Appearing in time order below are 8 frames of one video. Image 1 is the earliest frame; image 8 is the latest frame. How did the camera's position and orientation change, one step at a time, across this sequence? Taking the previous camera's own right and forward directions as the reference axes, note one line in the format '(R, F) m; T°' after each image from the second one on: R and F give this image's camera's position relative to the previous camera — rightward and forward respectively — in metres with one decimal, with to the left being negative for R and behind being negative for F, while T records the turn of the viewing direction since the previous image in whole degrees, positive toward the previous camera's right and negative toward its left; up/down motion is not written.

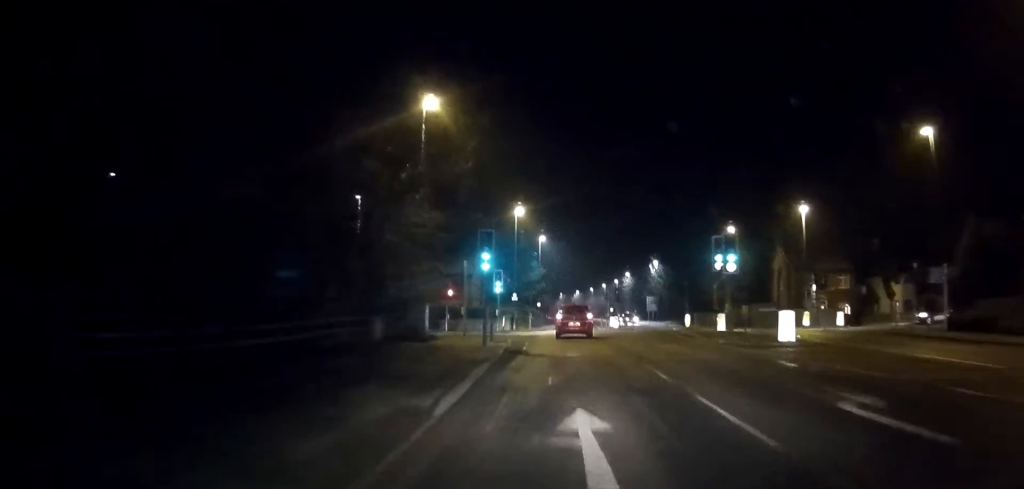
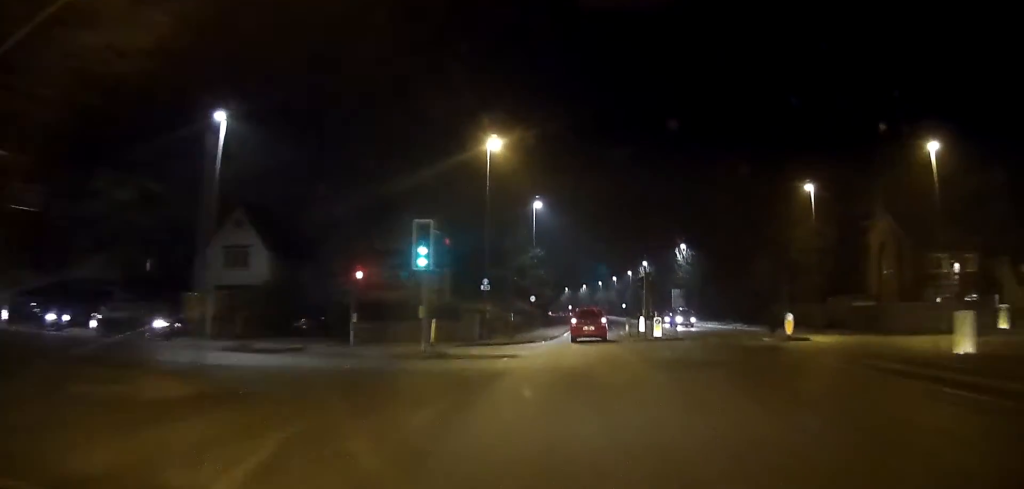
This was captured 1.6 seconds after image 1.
(+0.1, +23.7) m; +1°
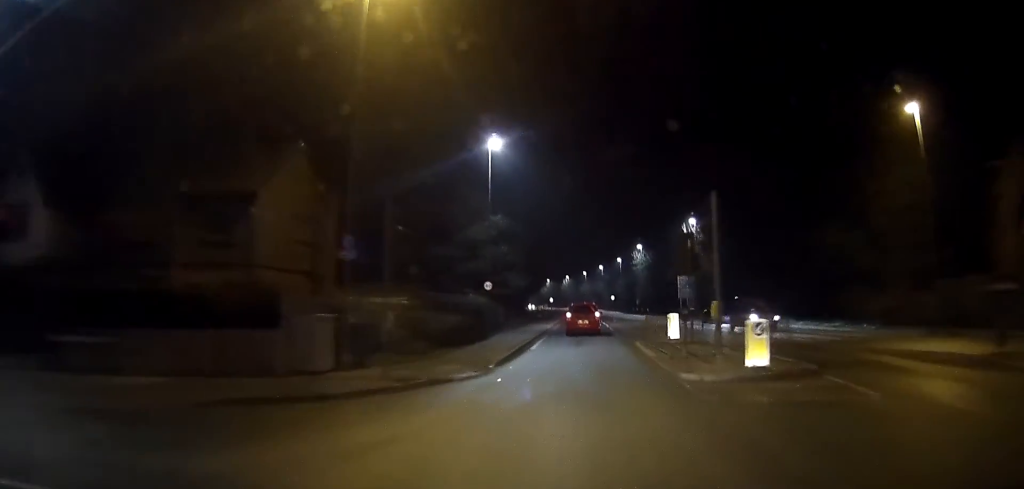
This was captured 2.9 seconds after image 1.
(+0.2, +20.1) m; +1°
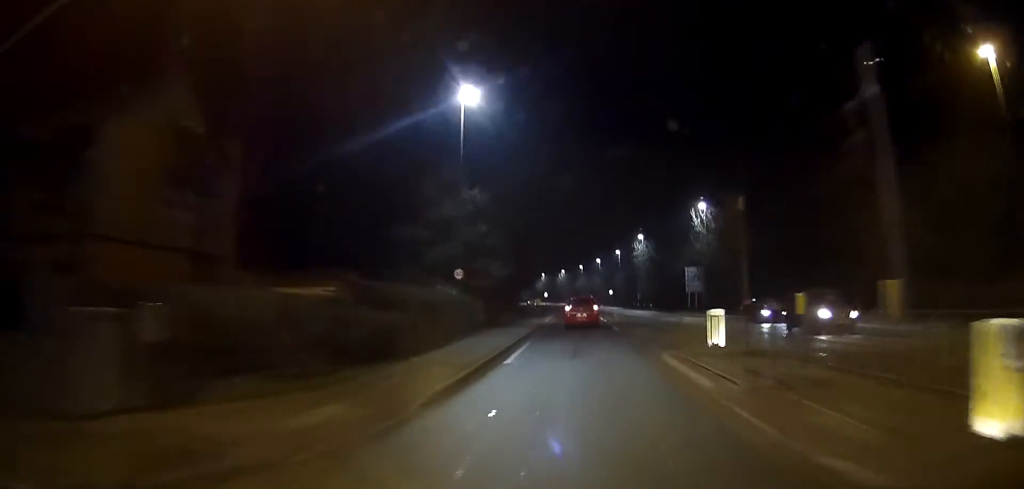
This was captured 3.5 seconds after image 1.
(0.0, +8.1) m; 0°
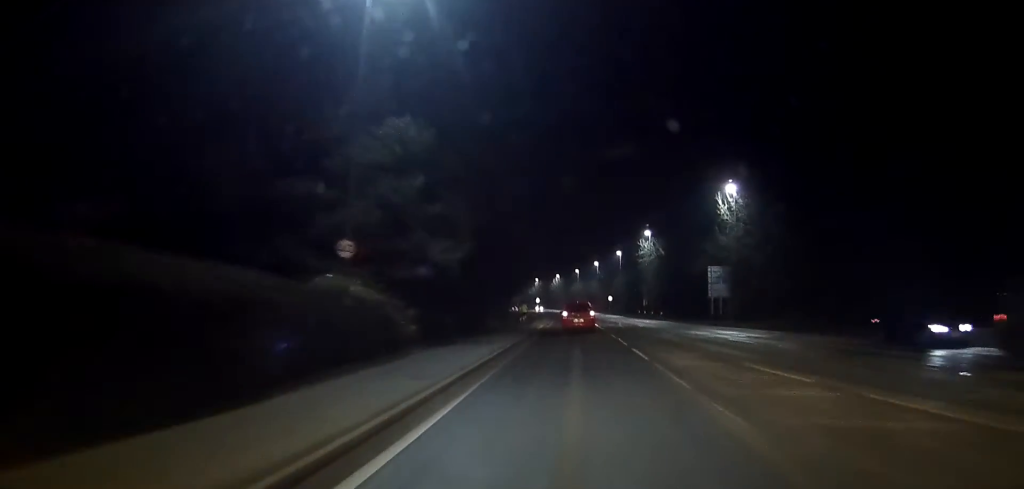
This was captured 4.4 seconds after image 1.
(0.0, +13.9) m; 0°
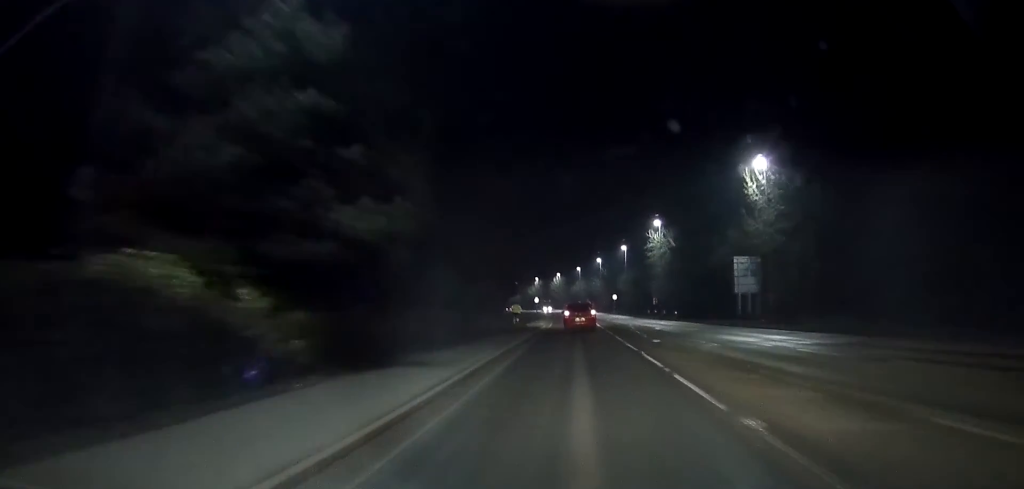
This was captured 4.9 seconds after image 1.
(0.0, +8.8) m; 0°
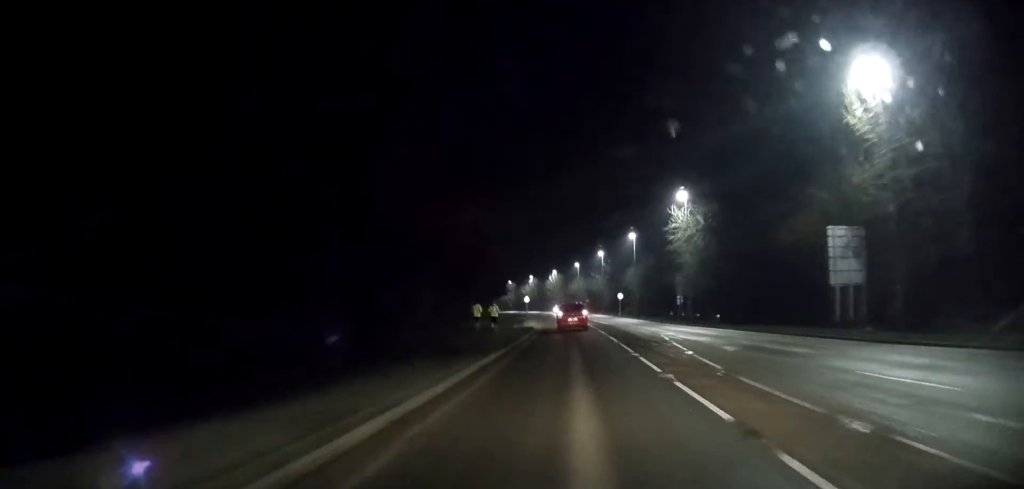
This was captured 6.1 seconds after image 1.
(0.0, +18.5) m; 0°
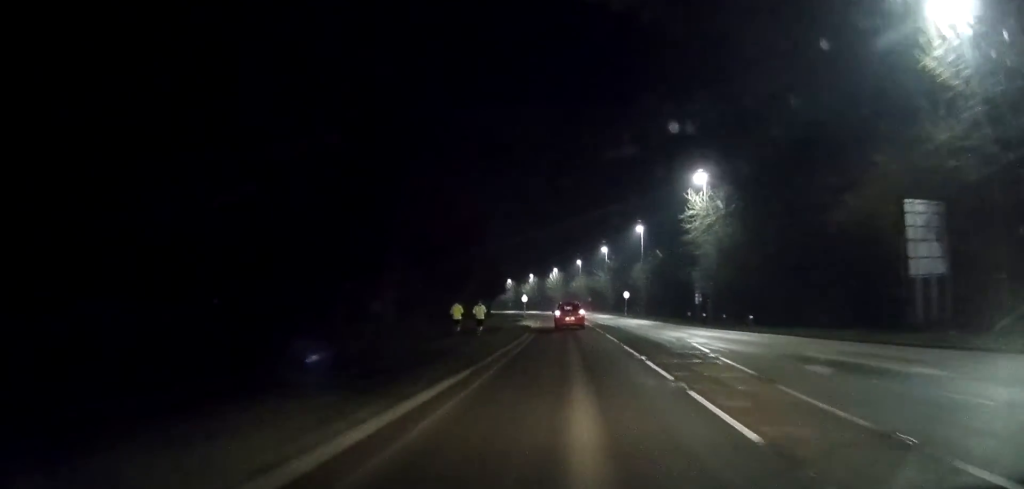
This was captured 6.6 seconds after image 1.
(0.0, +7.5) m; 0°
